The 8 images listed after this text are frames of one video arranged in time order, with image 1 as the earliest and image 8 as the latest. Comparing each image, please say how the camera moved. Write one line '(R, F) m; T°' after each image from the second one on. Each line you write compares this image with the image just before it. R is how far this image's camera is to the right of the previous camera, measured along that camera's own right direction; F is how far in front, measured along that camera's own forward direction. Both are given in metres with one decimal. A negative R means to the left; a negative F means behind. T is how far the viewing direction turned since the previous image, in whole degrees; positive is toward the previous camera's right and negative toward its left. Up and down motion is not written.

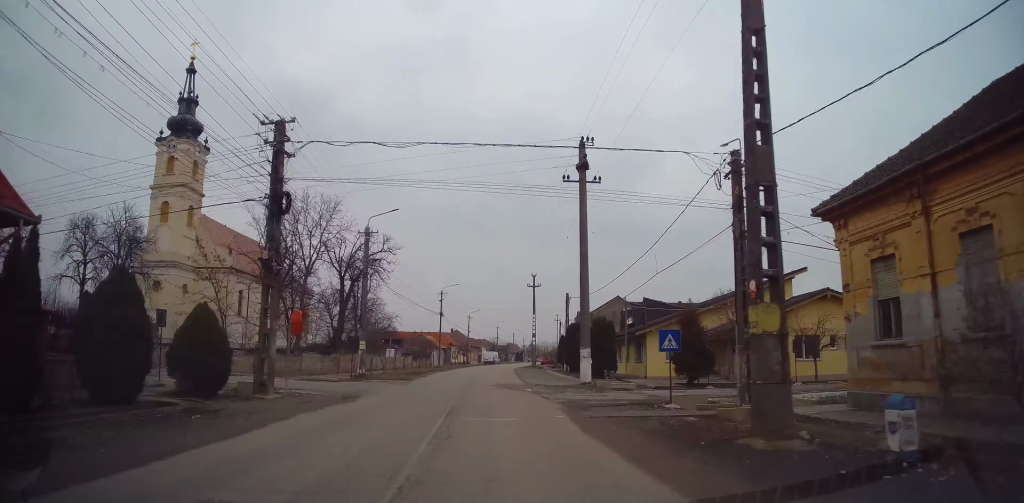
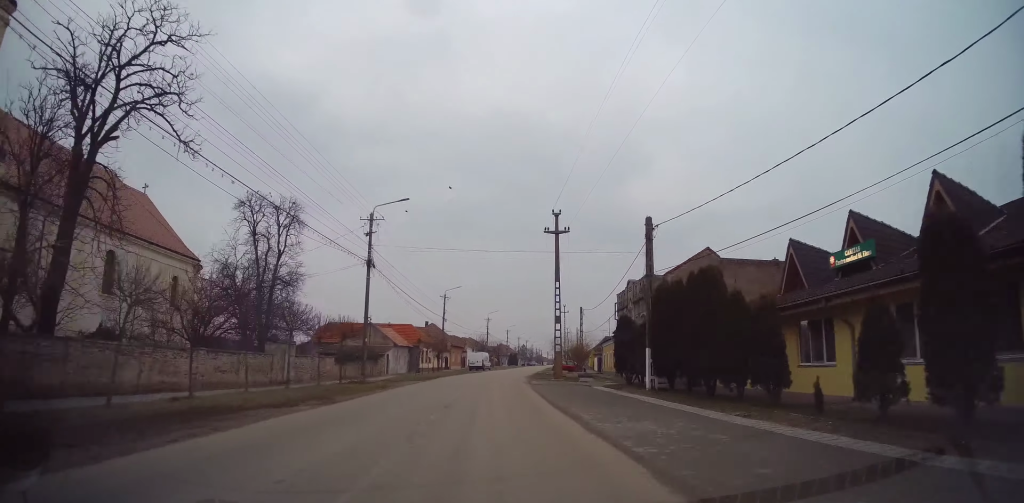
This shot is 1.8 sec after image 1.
(+0.9, +31.4) m; +3°
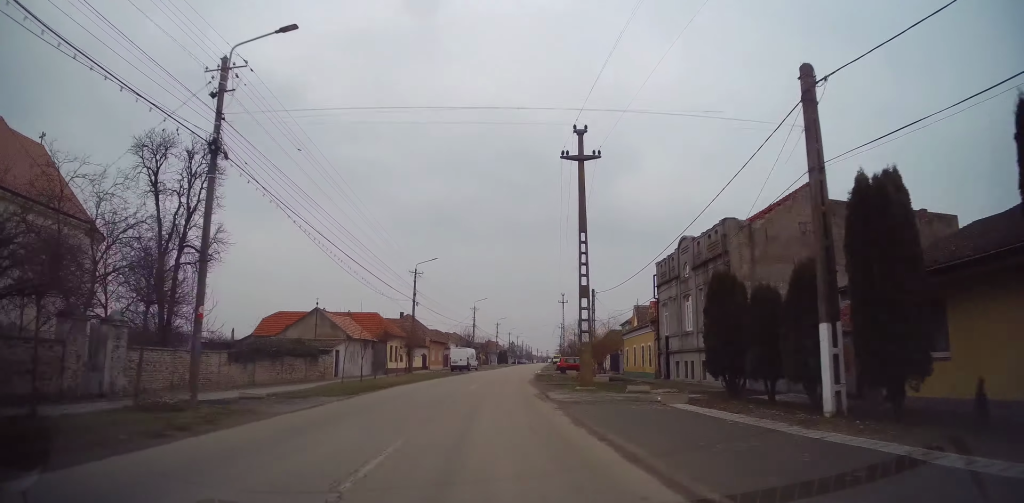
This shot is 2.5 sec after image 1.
(0.0, +14.0) m; 0°
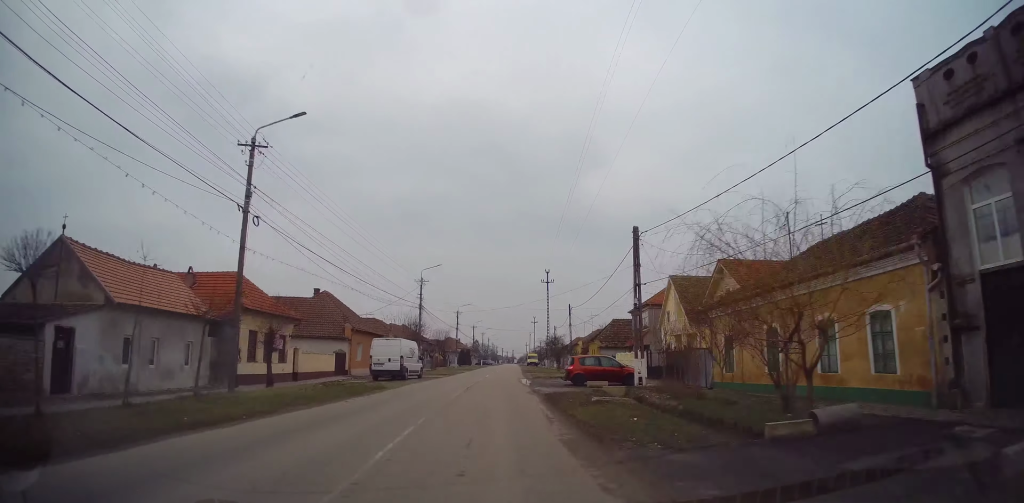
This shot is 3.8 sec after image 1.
(+0.2, +23.9) m; +3°
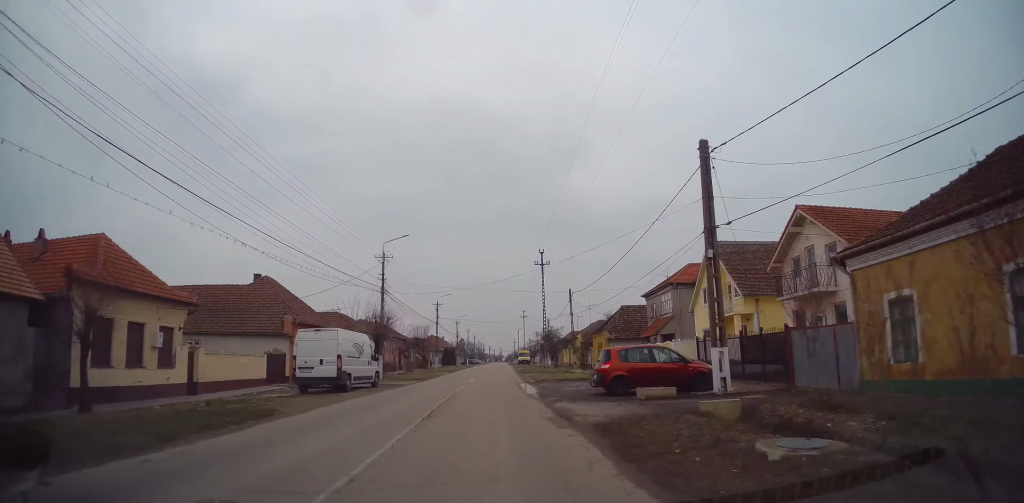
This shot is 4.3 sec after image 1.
(+0.1, +10.6) m; +2°
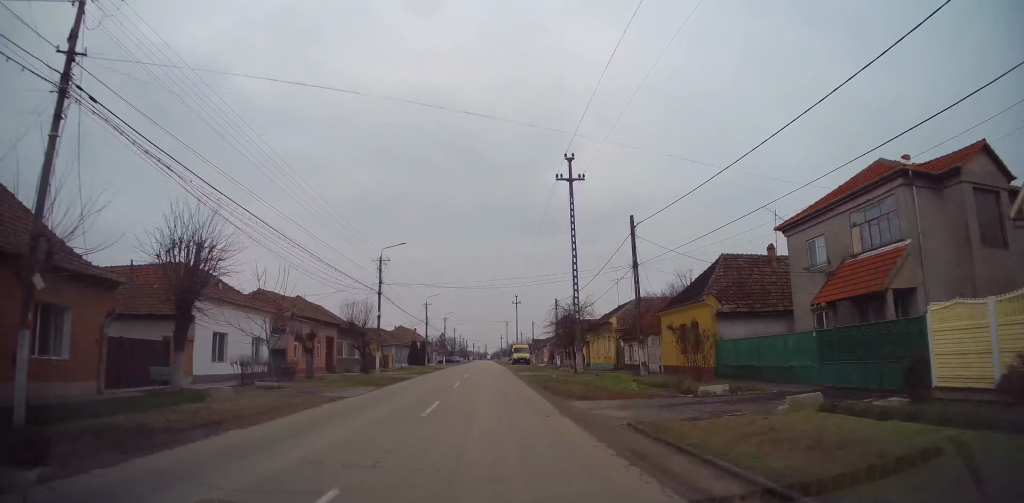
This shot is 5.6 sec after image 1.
(+0.7, +26.8) m; +2°
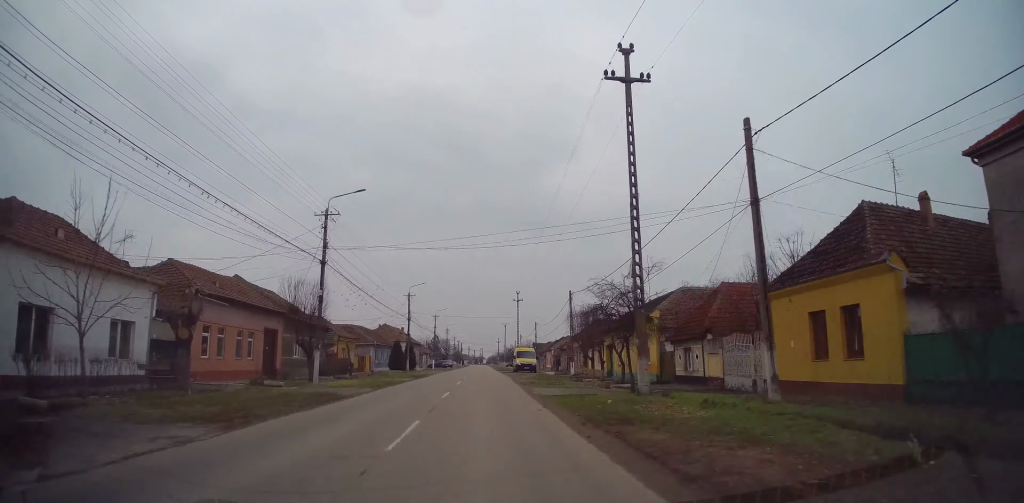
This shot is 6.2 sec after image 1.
(0.0, +12.8) m; +1°
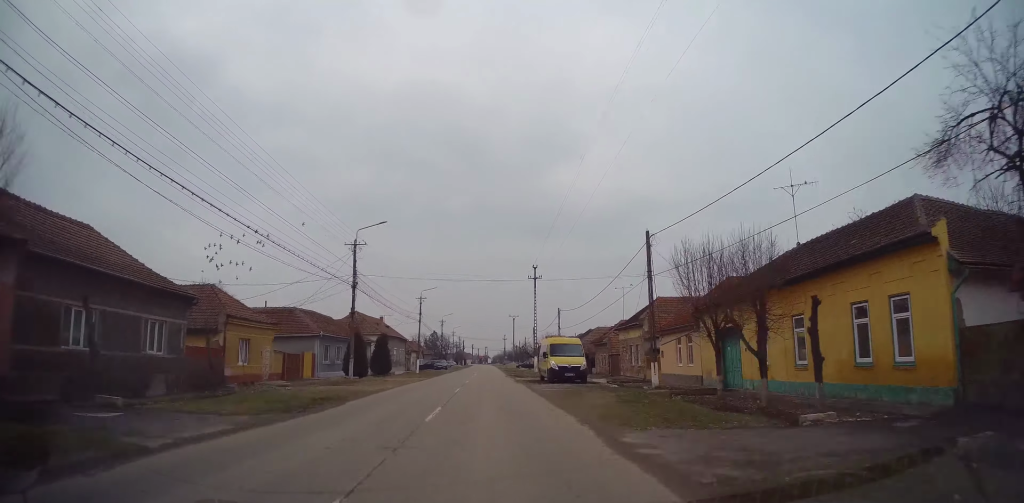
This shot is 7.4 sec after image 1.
(+0.3, +23.9) m; 0°
